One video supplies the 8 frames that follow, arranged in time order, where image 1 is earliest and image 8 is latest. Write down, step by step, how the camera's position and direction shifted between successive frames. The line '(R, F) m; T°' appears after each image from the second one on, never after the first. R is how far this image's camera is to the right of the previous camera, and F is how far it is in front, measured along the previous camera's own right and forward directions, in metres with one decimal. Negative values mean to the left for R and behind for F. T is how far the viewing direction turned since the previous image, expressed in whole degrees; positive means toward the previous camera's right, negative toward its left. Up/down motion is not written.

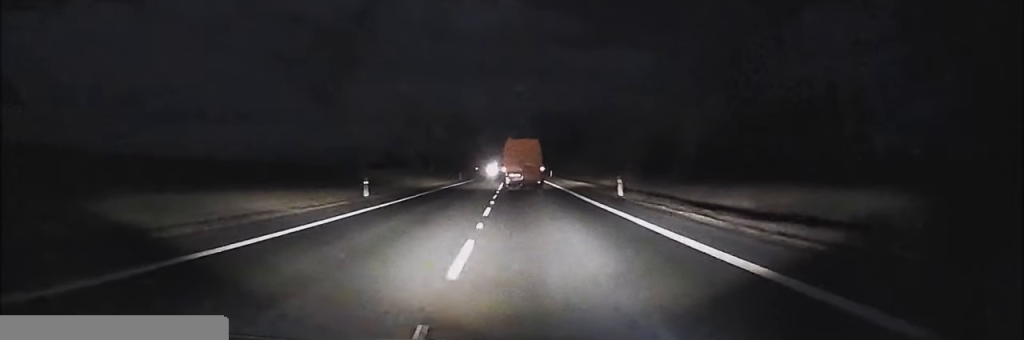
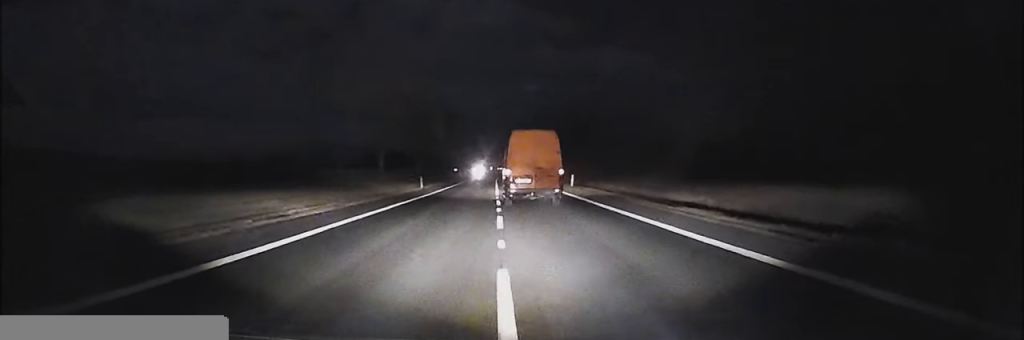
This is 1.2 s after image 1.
(+0.9, +35.3) m; +3°
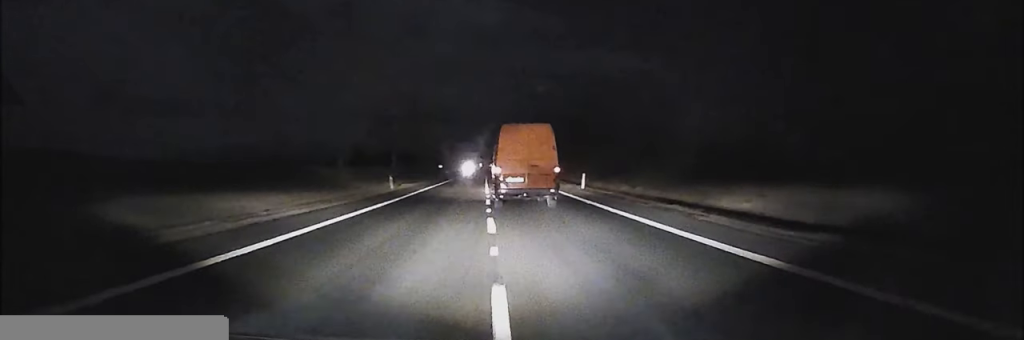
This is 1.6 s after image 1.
(+0.1, +11.0) m; 0°
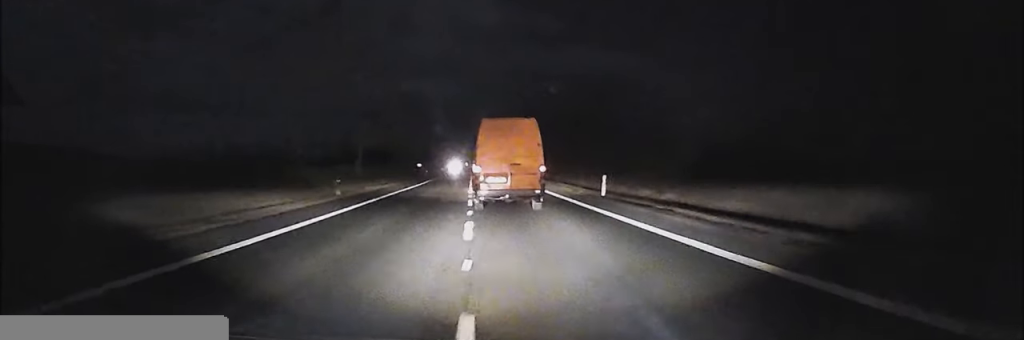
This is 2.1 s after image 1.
(+0.1, +11.5) m; 0°
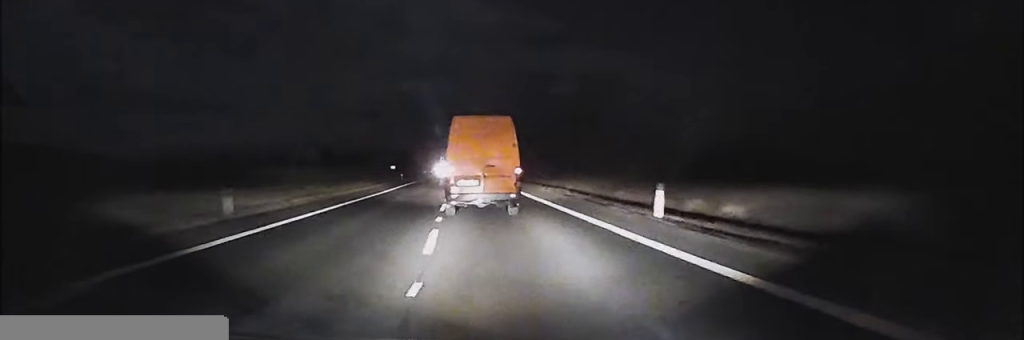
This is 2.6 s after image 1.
(0.0, +11.2) m; 0°
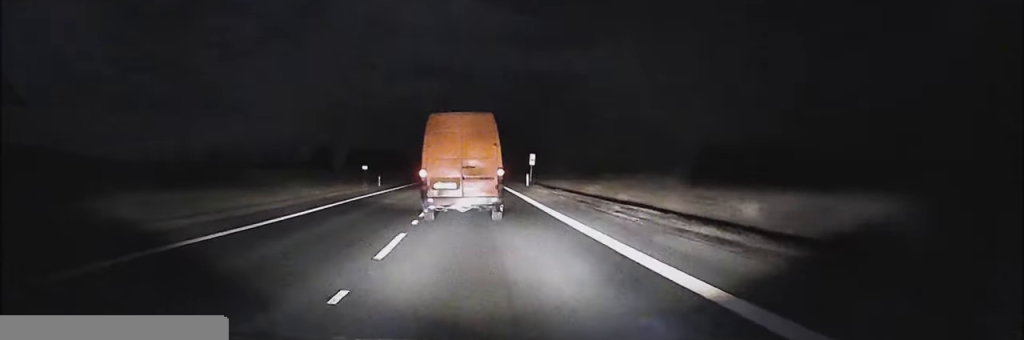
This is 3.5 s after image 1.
(0.0, +19.3) m; -1°
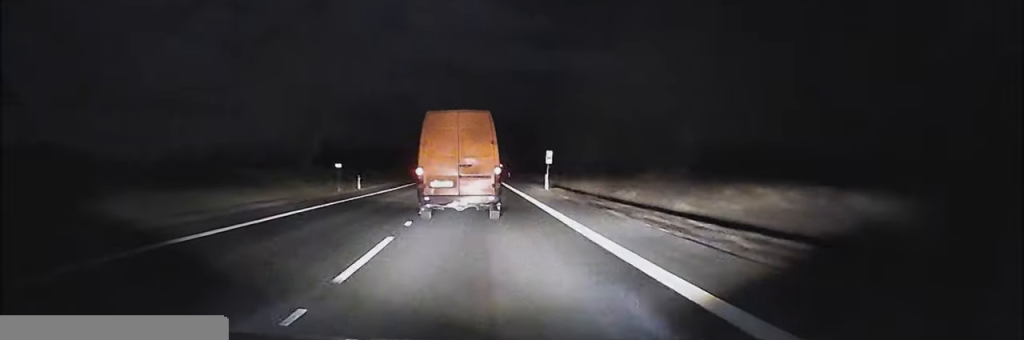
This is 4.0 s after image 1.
(+0.1, +10.2) m; -1°
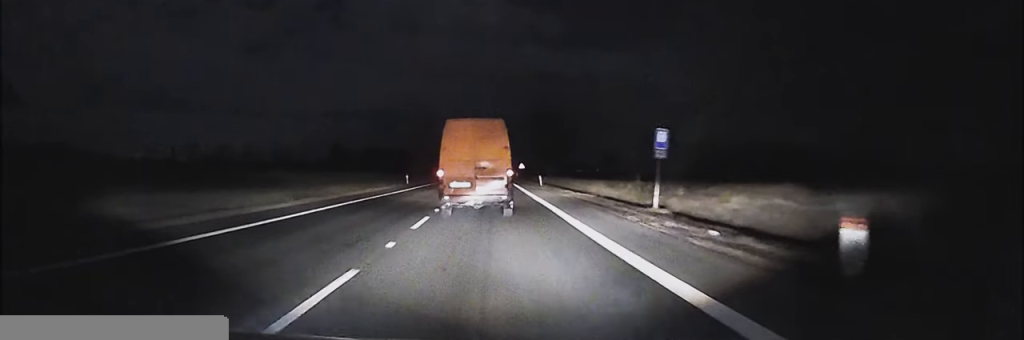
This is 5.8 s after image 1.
(-1.1, +29.0) m; -2°
